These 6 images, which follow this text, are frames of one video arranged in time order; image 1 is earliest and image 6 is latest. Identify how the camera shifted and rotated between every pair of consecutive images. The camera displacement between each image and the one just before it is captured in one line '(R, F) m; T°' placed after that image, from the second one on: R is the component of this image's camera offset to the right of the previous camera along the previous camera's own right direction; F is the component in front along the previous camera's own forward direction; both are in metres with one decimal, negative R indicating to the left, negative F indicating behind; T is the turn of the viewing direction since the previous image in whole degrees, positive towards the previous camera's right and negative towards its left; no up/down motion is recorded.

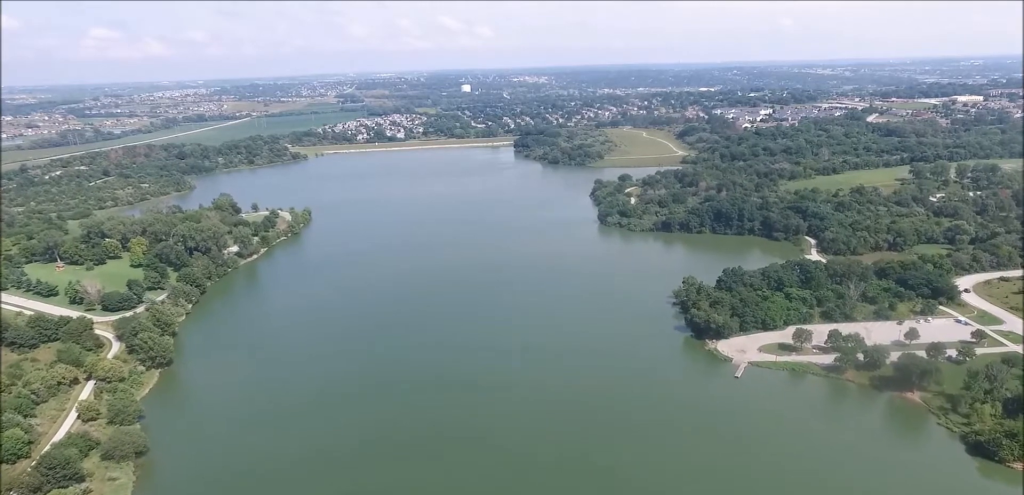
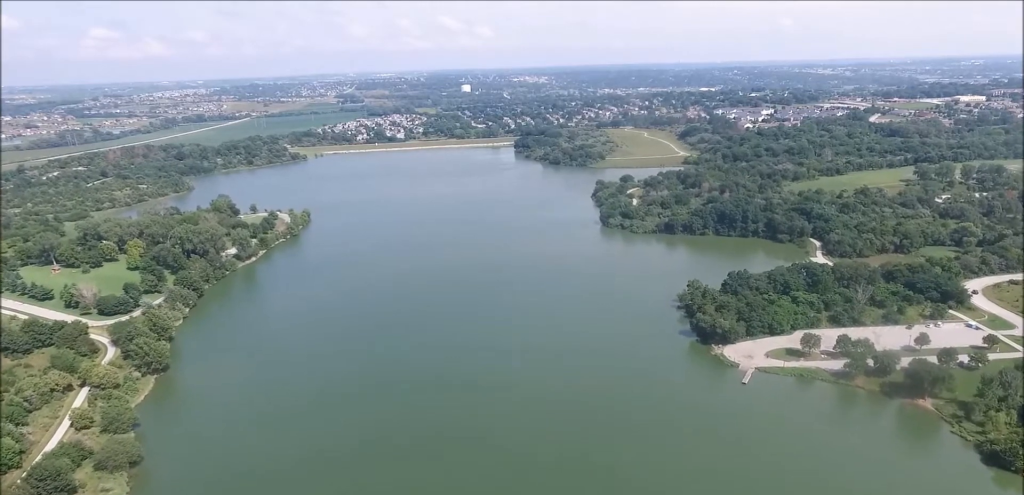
(0.0, +5.6) m; 0°
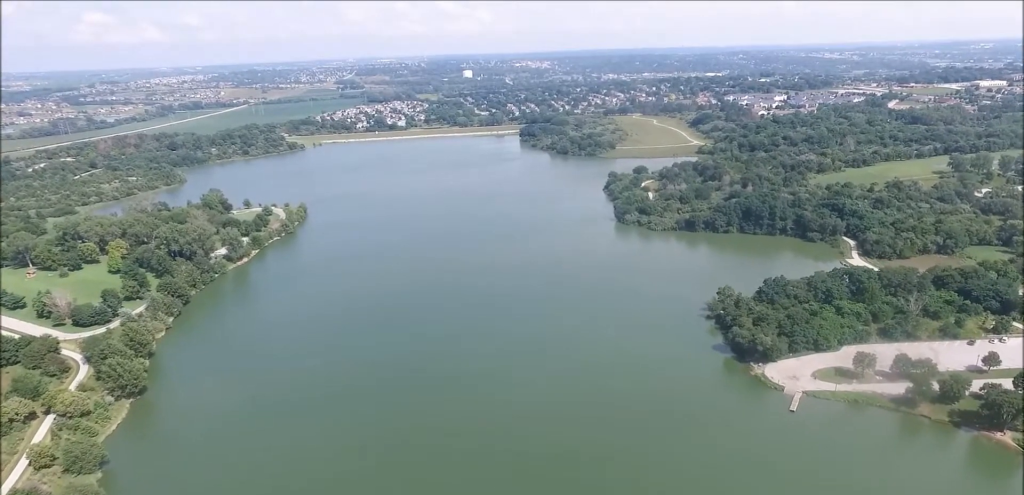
(-0.3, +32.2) m; -4°
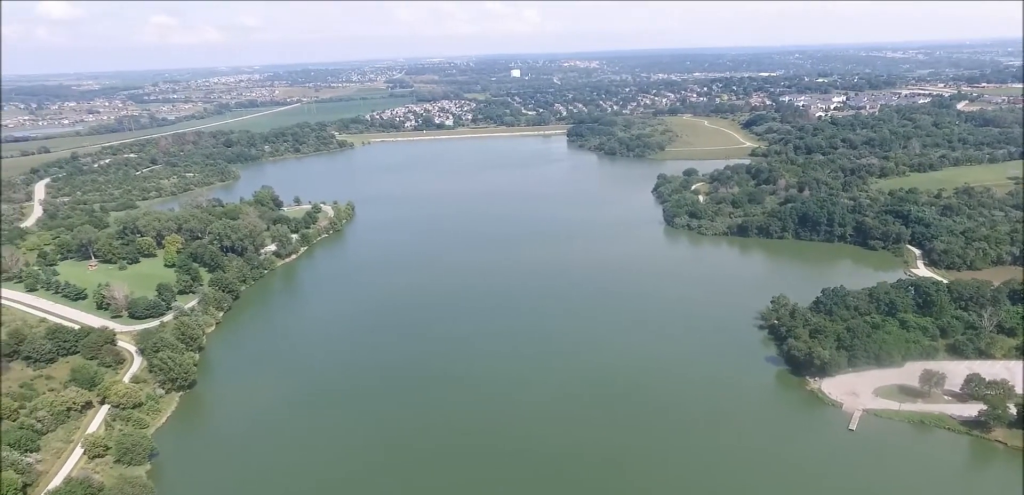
(0.0, +4.9) m; -2°
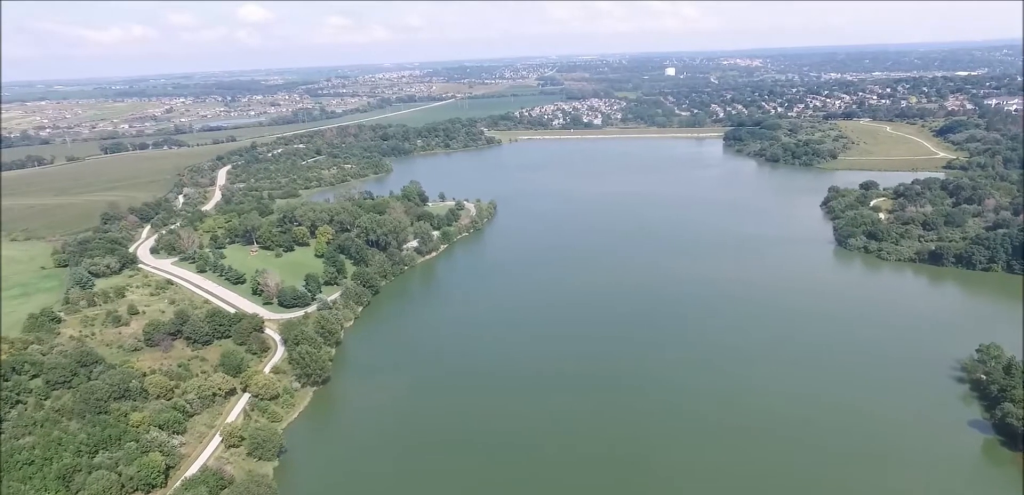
(-1.8, +21.8) m; -6°
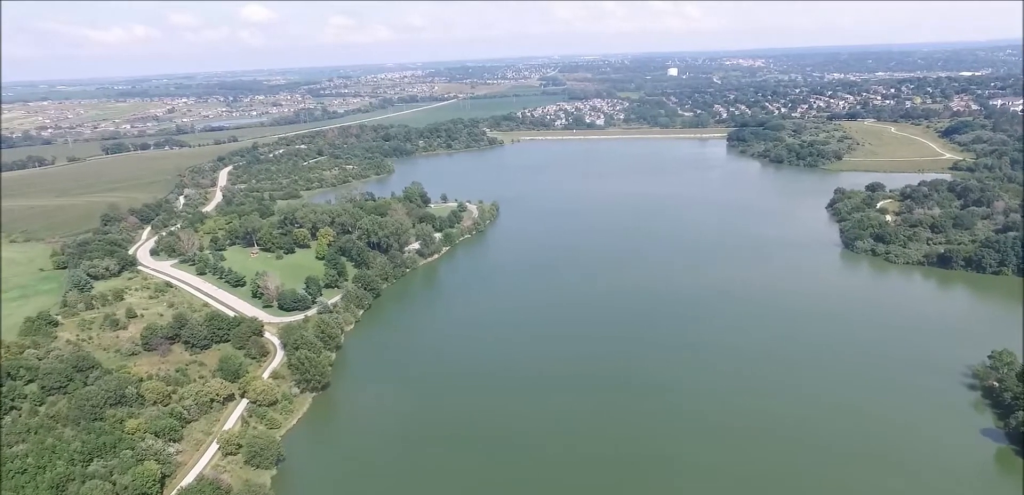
(-0.2, +4.6) m; 0°
